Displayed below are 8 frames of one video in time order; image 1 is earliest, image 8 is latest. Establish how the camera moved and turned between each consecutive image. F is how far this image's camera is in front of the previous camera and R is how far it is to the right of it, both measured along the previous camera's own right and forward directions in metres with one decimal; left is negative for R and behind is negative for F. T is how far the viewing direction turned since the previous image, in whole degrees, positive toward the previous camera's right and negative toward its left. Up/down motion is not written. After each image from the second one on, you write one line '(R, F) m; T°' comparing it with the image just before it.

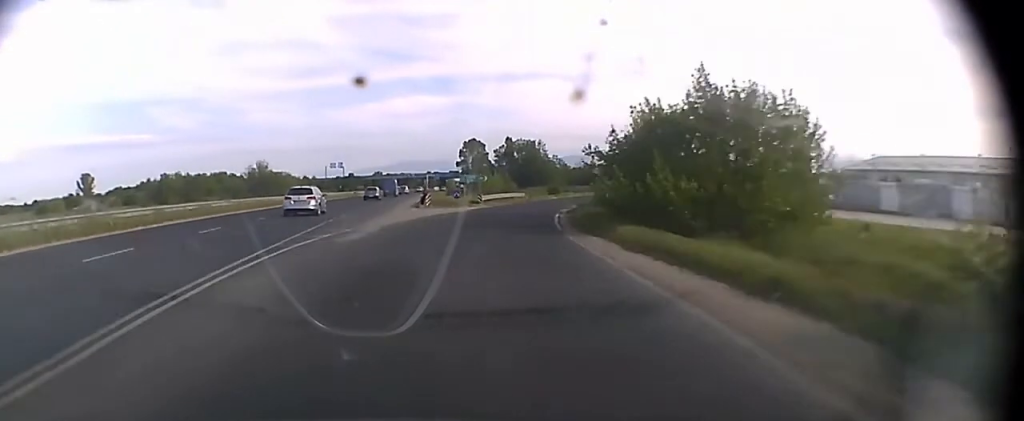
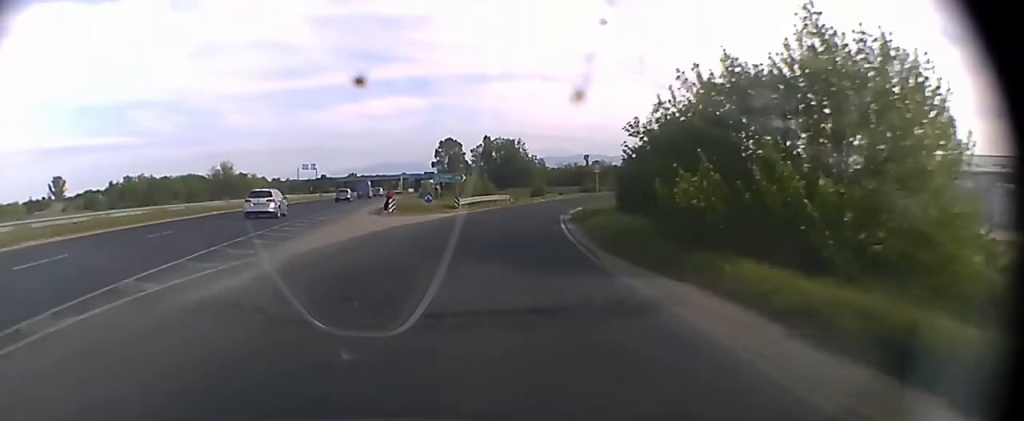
(+0.1, +9.7) m; +2°
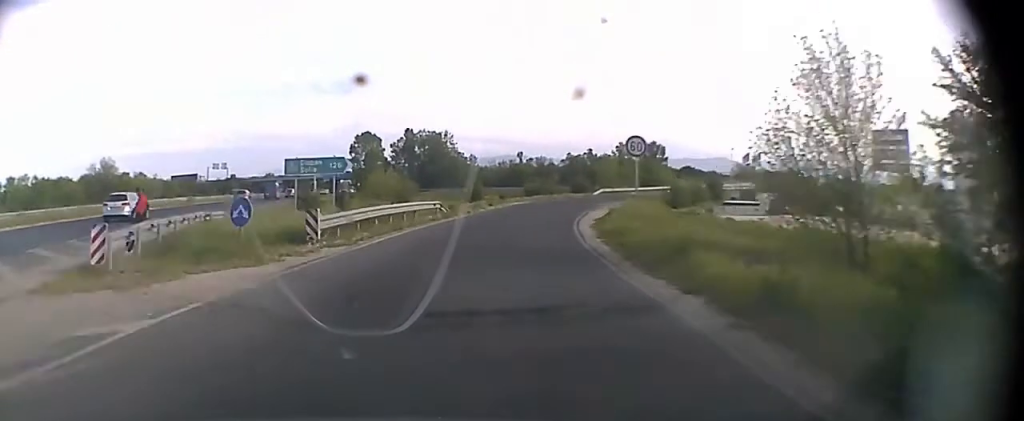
(+1.1, +25.9) m; +6°
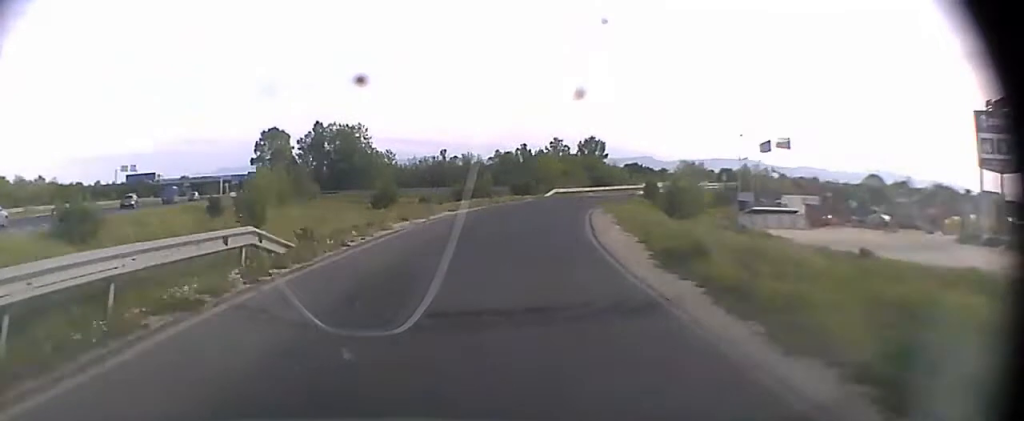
(+1.3, +22.8) m; +6°
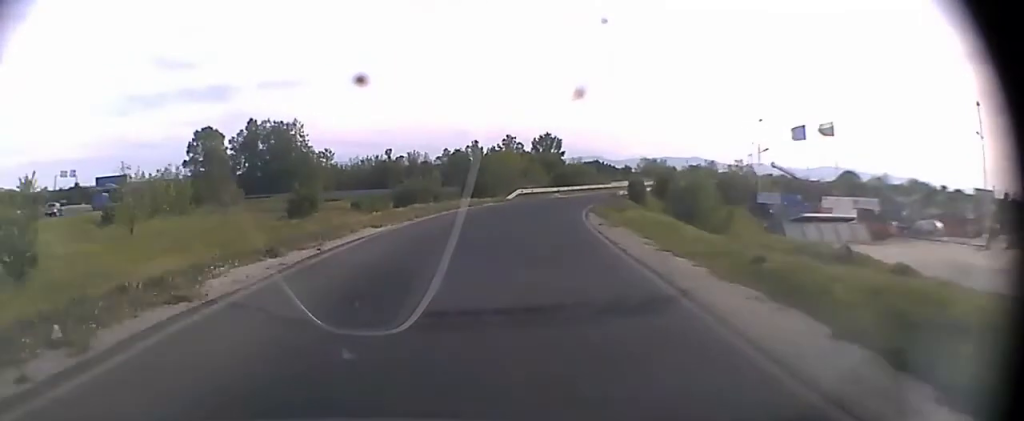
(+0.5, +10.6) m; +3°
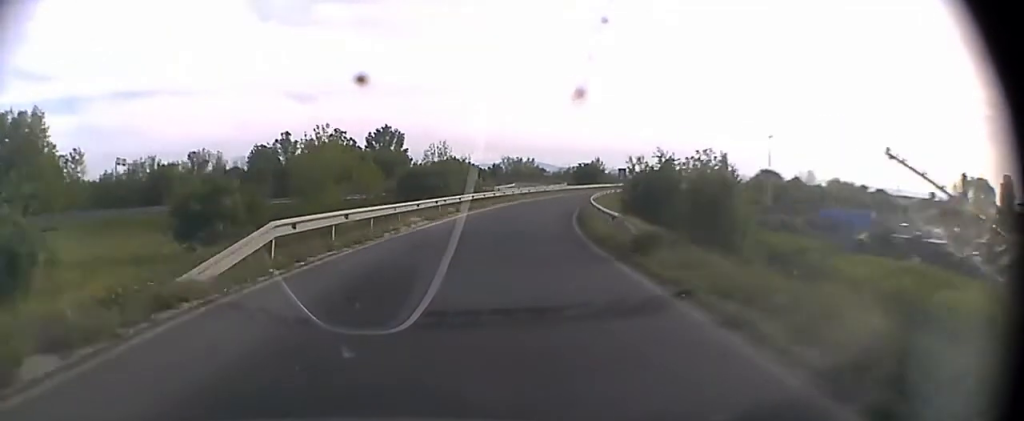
(+5.2, +42.7) m; +14°
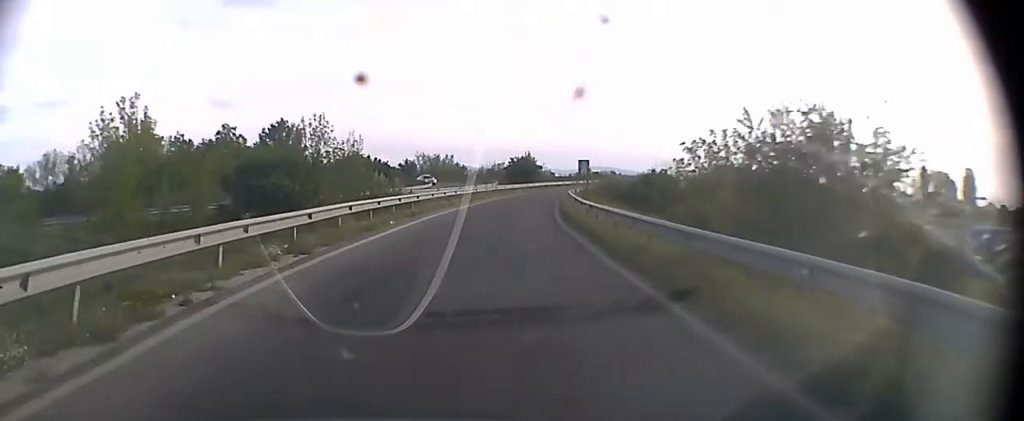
(+1.3, +21.7) m; +6°
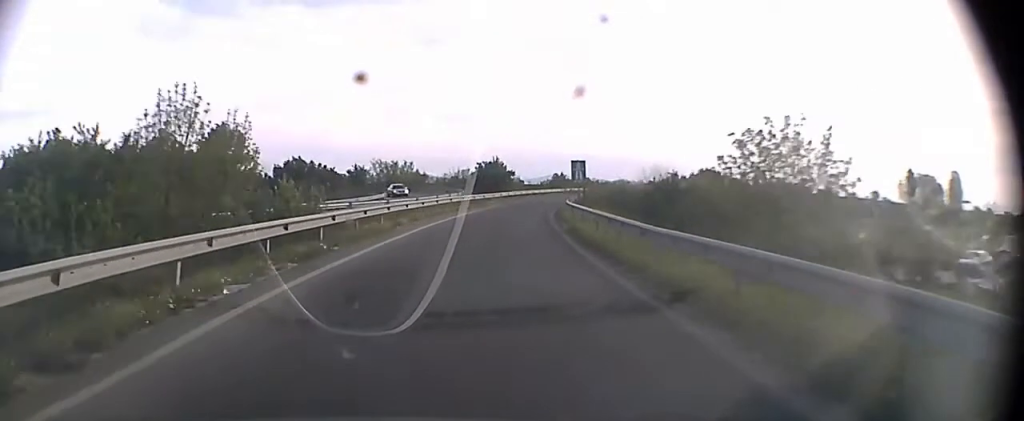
(+0.4, +13.1) m; +3°
